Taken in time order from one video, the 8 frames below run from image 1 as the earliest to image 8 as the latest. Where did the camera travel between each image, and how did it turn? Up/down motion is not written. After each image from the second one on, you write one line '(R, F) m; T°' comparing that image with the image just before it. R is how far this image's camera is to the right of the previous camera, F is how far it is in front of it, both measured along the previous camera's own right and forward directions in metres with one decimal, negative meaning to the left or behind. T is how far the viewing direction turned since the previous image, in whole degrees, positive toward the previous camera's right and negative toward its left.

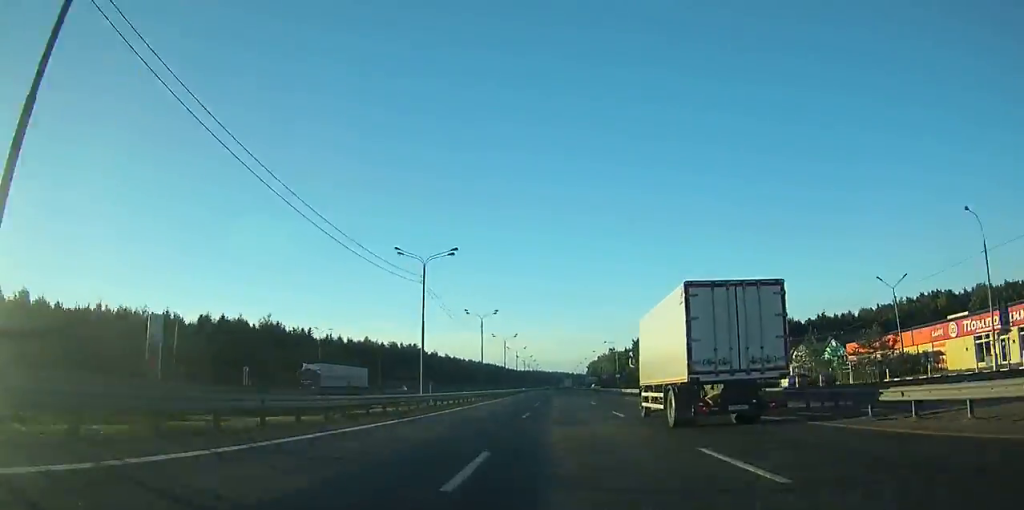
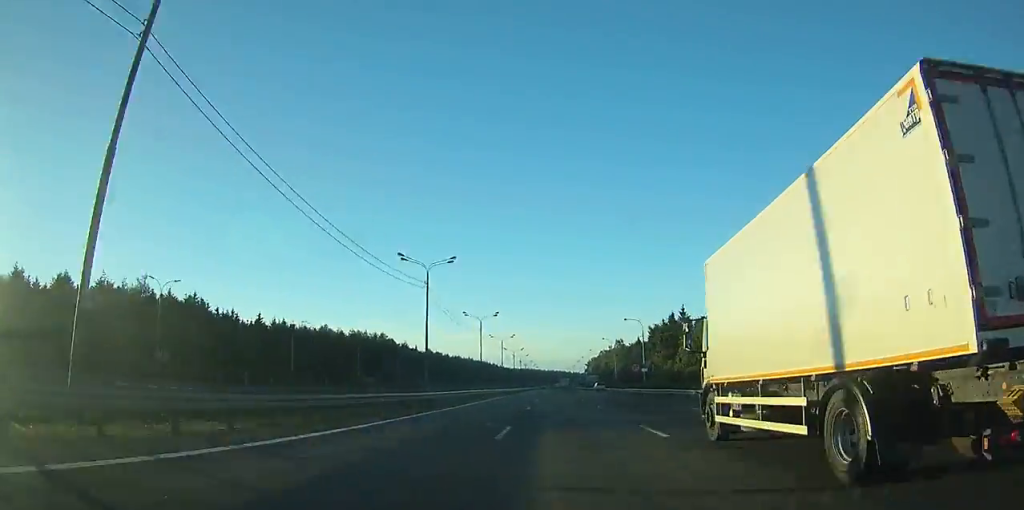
(0.0, +41.4) m; 0°
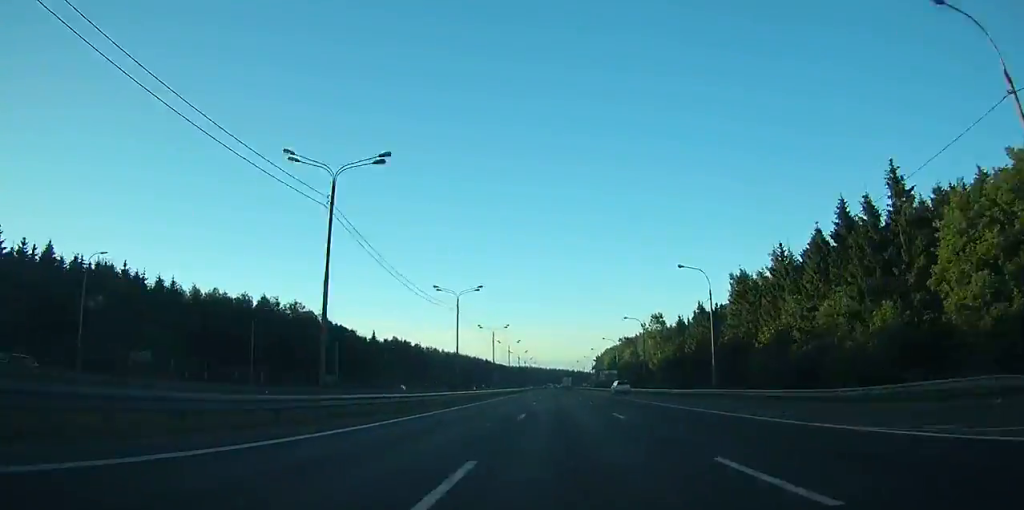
(0.0, +70.3) m; 0°
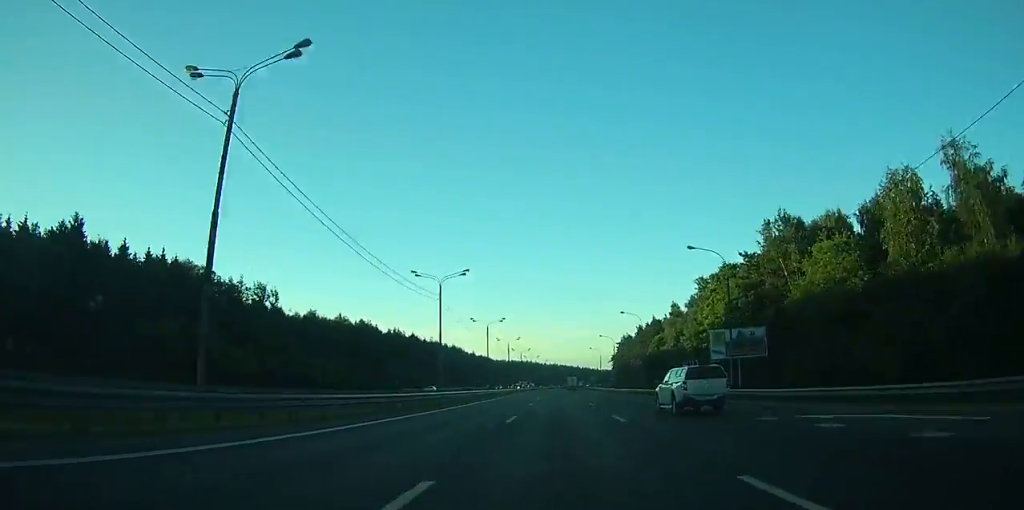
(-0.2, +139.0) m; 0°
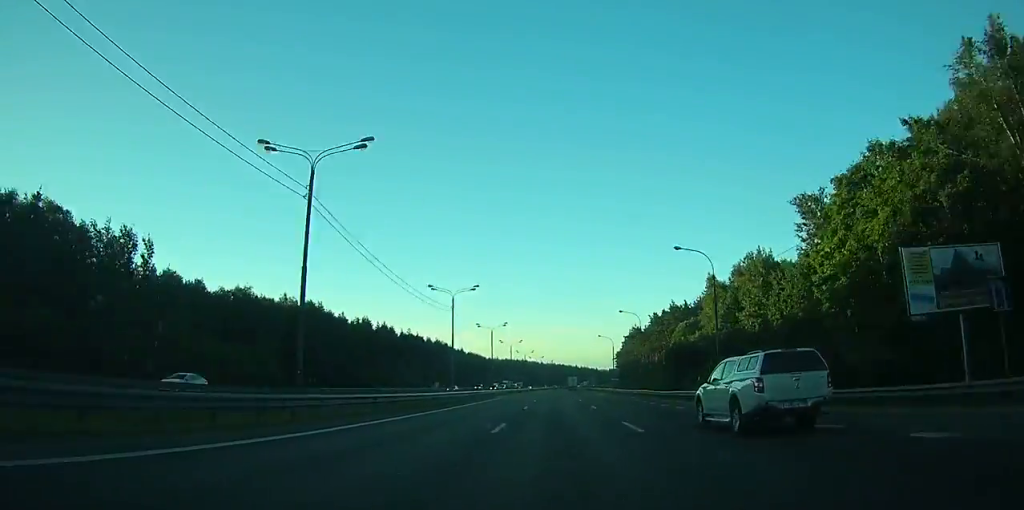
(-0.1, +34.7) m; 0°
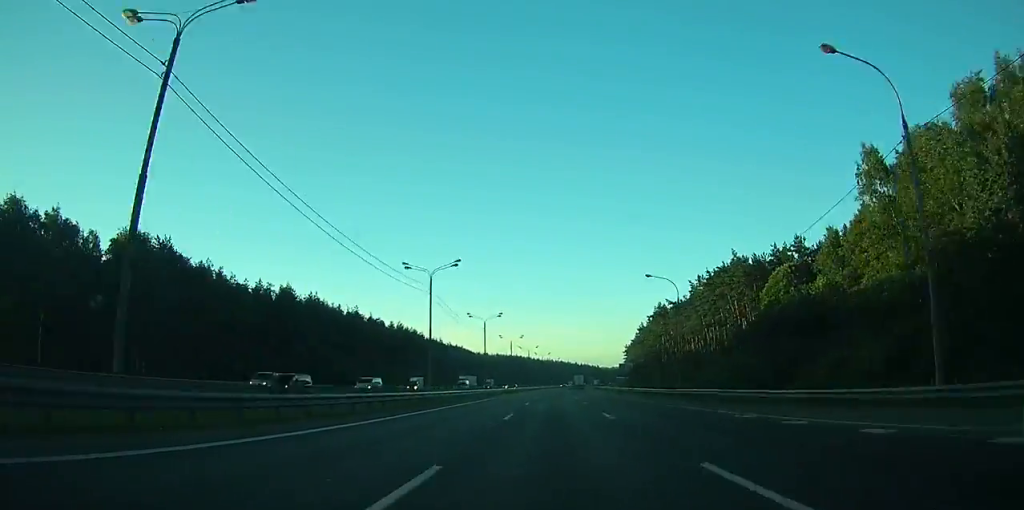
(+0.1, +56.7) m; 0°
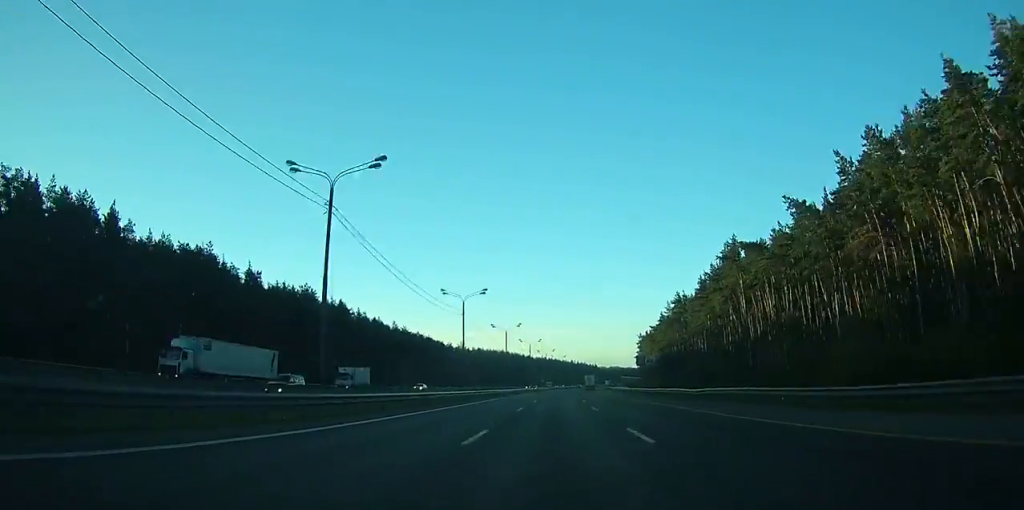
(+0.3, +71.7) m; +1°
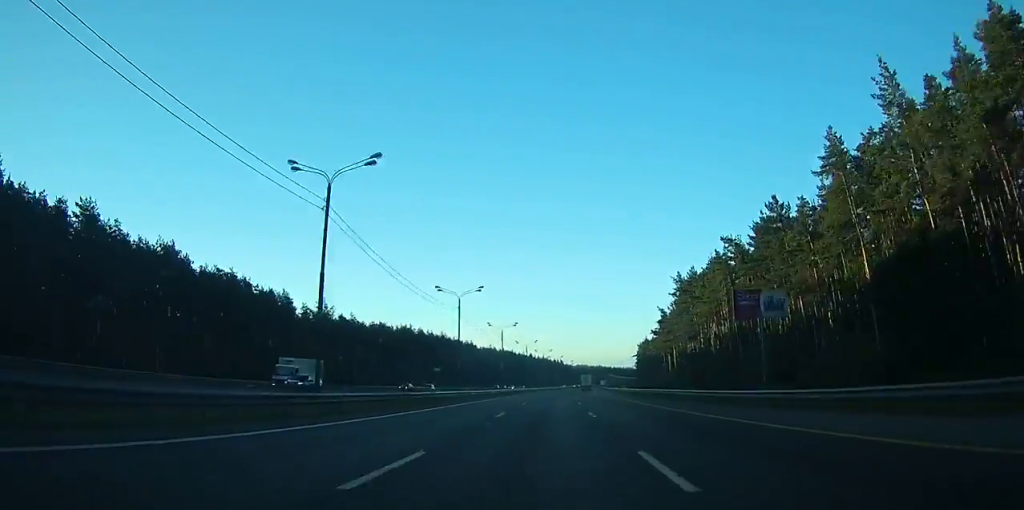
(+3.6, +140.2) m; +3°
